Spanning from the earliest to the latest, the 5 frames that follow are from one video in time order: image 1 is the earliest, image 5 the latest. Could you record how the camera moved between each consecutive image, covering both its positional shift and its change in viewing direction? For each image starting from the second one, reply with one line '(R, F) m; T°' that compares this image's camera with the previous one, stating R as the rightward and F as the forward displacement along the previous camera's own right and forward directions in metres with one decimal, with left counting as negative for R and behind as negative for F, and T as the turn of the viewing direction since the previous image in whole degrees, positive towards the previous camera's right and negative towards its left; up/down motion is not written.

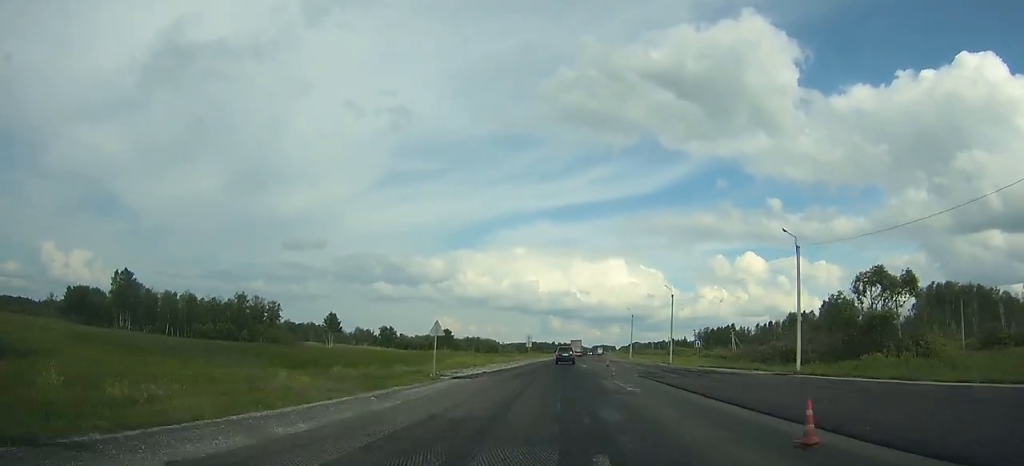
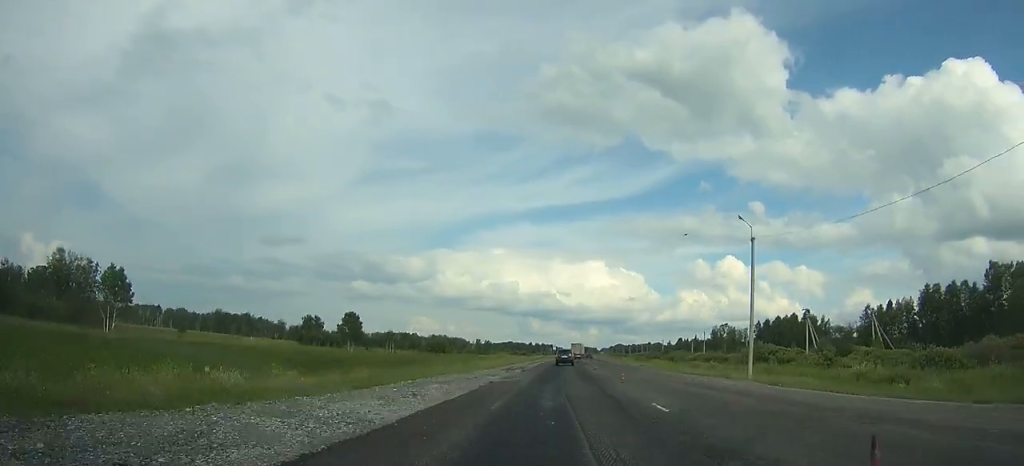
(+0.6, +80.1) m; +1°
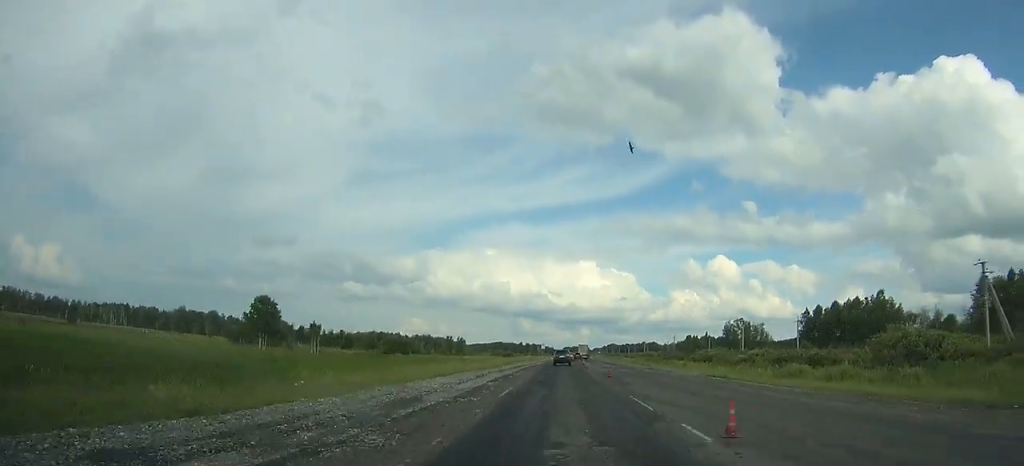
(+0.5, +35.1) m; +1°
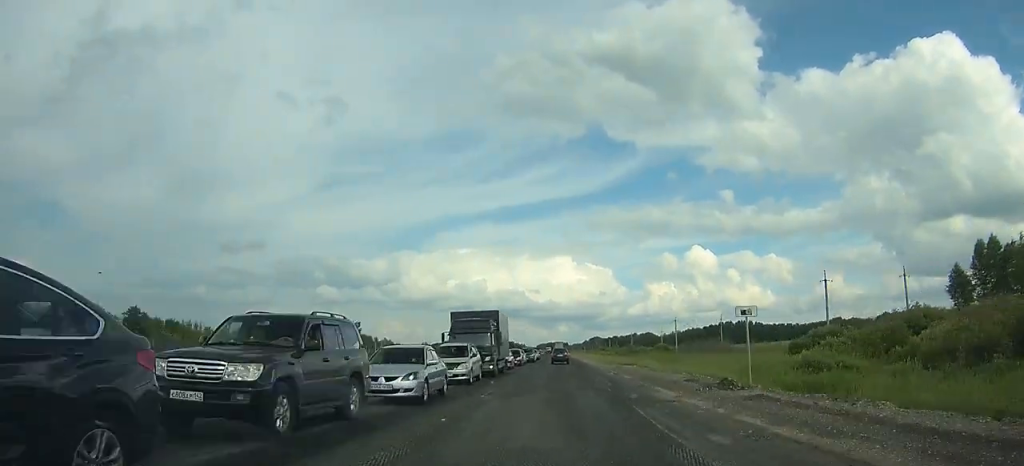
(+8.2, +206.7) m; +3°
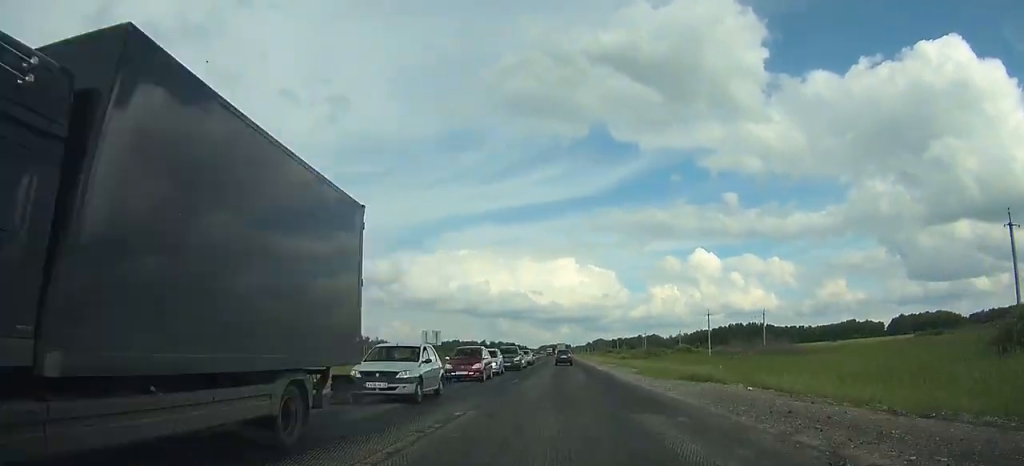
(0.0, +28.1) m; 0°
